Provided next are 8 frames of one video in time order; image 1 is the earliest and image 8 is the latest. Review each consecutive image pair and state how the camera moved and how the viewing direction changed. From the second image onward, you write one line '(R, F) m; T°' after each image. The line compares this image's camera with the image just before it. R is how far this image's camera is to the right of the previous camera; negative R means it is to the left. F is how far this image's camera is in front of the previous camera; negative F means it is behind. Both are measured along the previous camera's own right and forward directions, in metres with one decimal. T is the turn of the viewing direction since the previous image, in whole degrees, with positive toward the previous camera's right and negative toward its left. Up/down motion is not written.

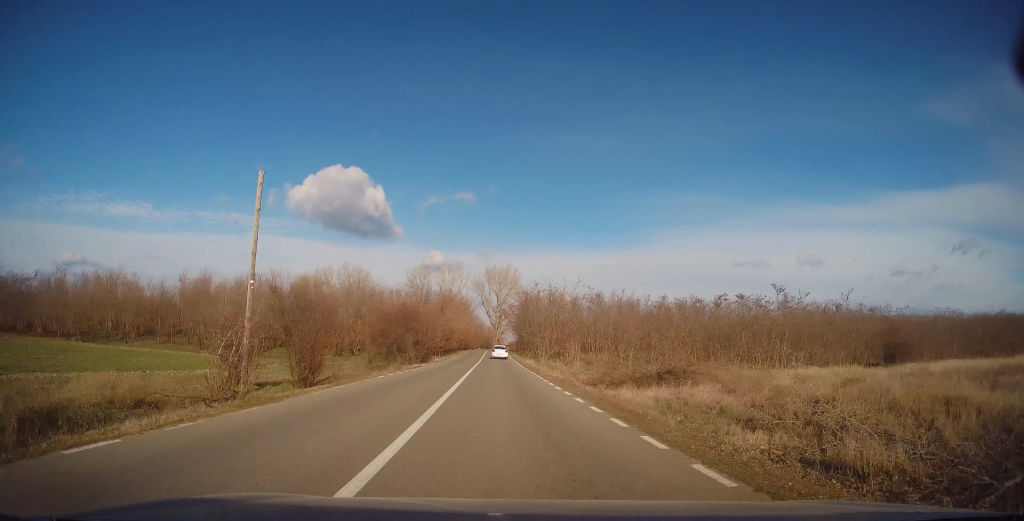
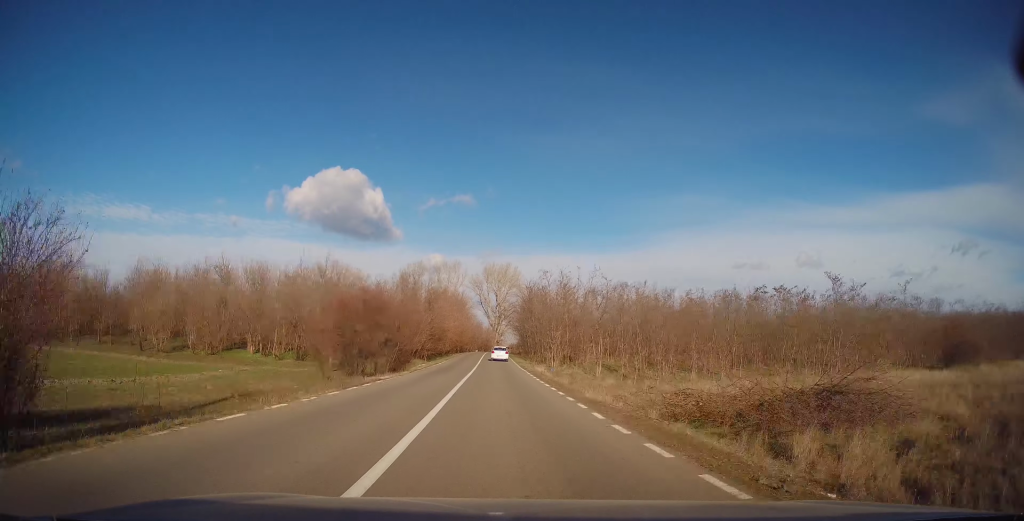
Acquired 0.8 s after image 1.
(0.0, +12.2) m; +1°
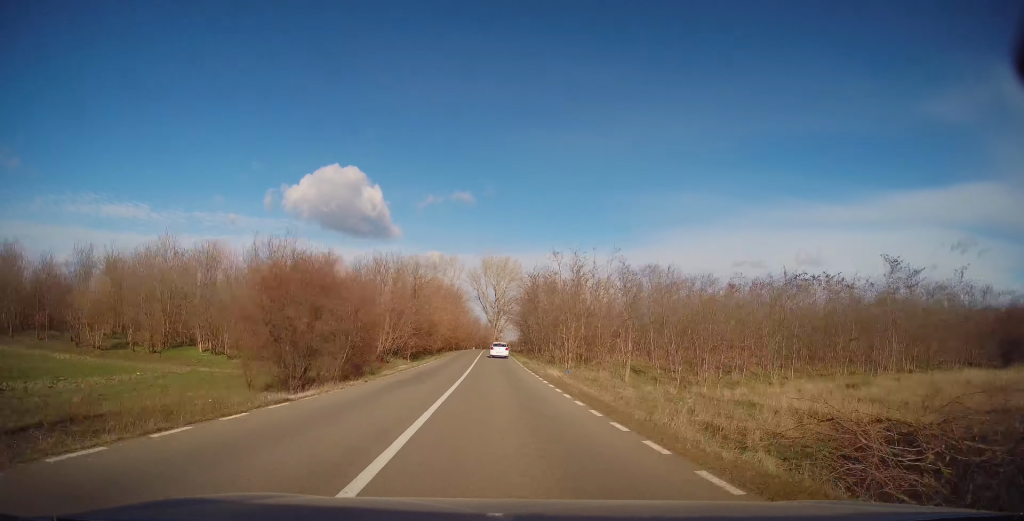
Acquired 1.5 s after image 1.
(+0.2, +9.8) m; 0°
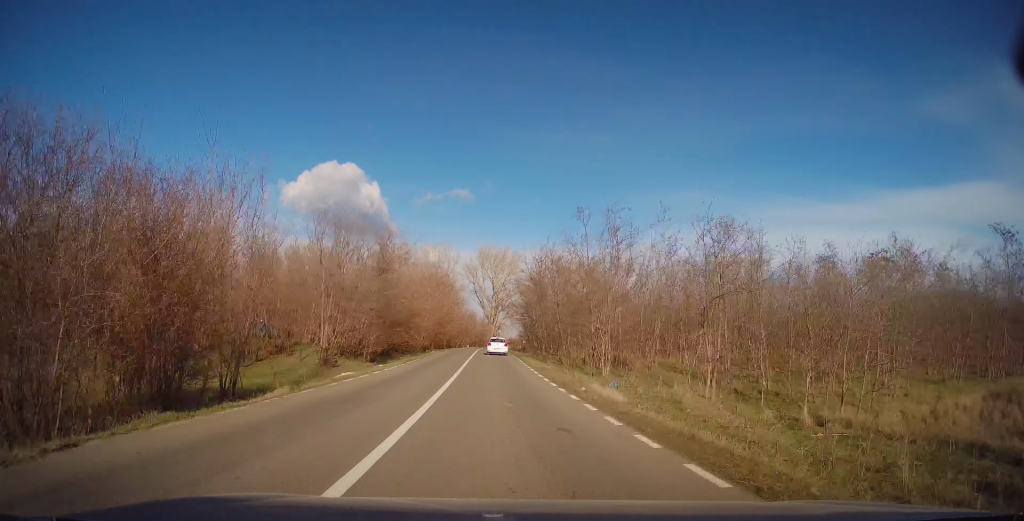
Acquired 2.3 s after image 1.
(-0.1, +13.4) m; 0°
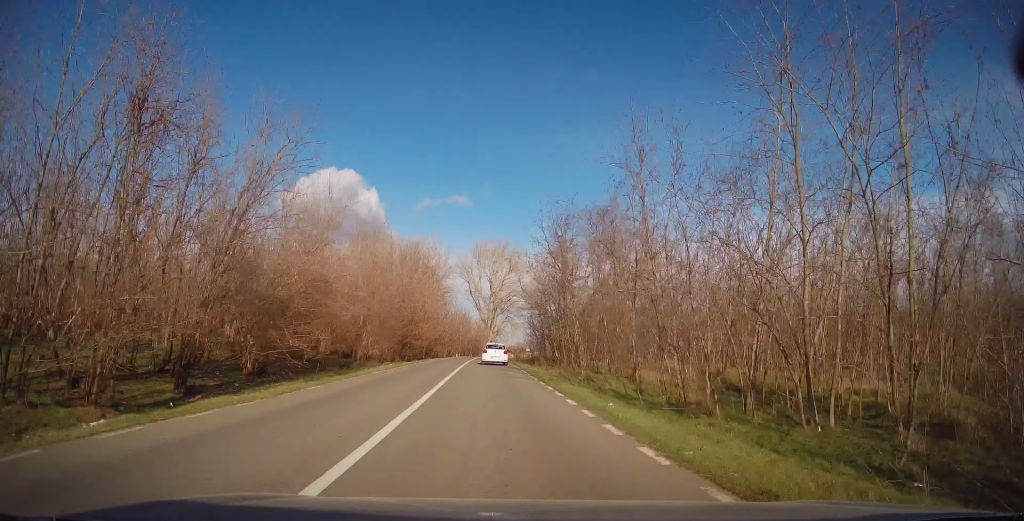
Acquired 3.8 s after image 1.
(+0.1, +23.2) m; 0°
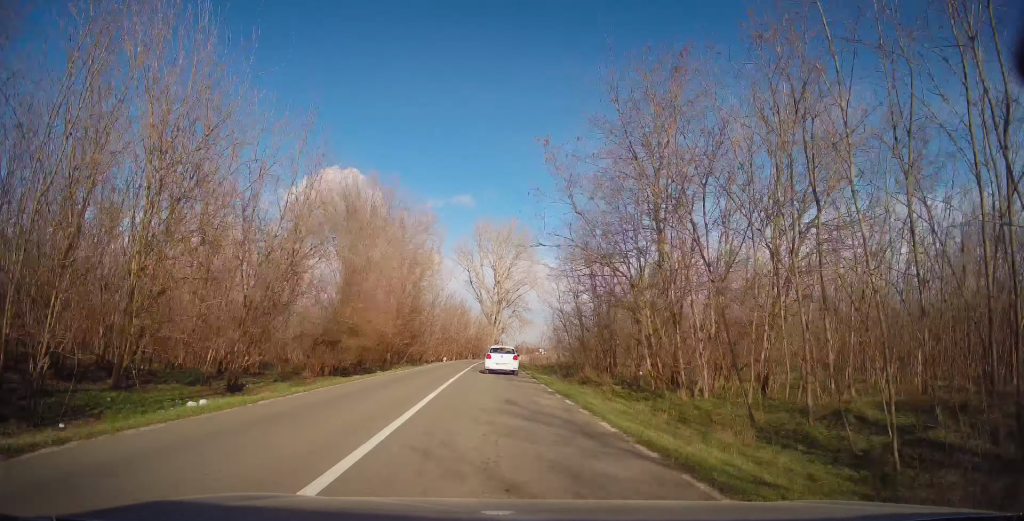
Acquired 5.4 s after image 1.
(-0.1, +24.2) m; 0°
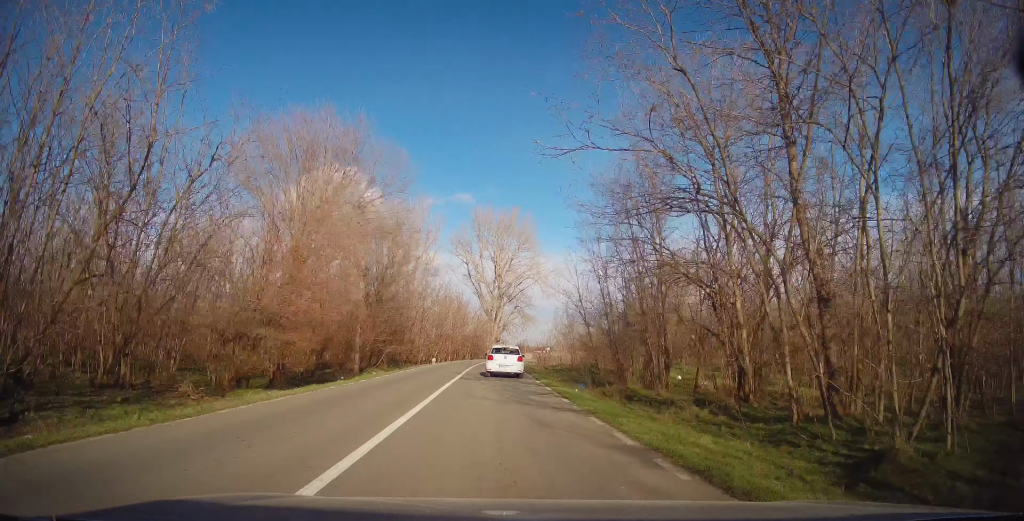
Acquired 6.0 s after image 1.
(0.0, +9.1) m; 0°
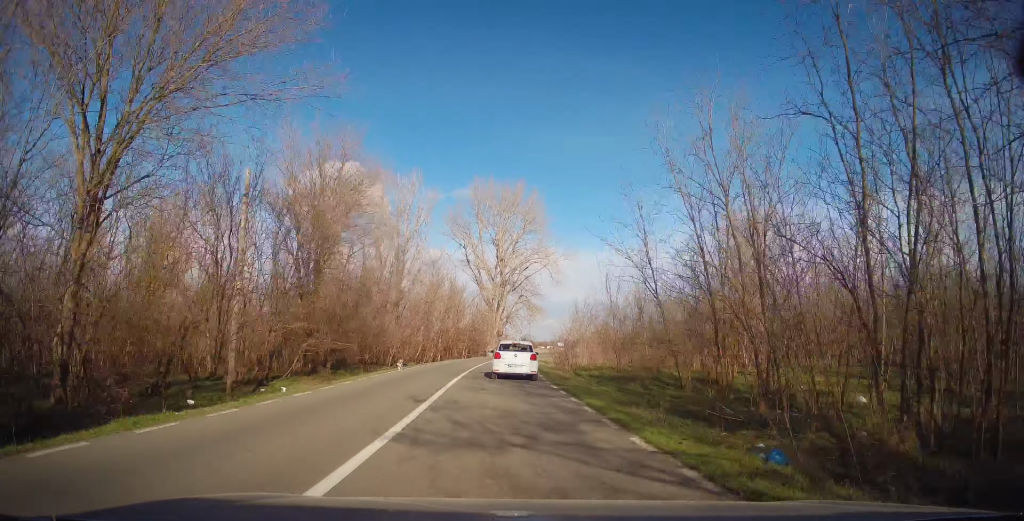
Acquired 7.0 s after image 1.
(-0.1, +14.7) m; 0°
